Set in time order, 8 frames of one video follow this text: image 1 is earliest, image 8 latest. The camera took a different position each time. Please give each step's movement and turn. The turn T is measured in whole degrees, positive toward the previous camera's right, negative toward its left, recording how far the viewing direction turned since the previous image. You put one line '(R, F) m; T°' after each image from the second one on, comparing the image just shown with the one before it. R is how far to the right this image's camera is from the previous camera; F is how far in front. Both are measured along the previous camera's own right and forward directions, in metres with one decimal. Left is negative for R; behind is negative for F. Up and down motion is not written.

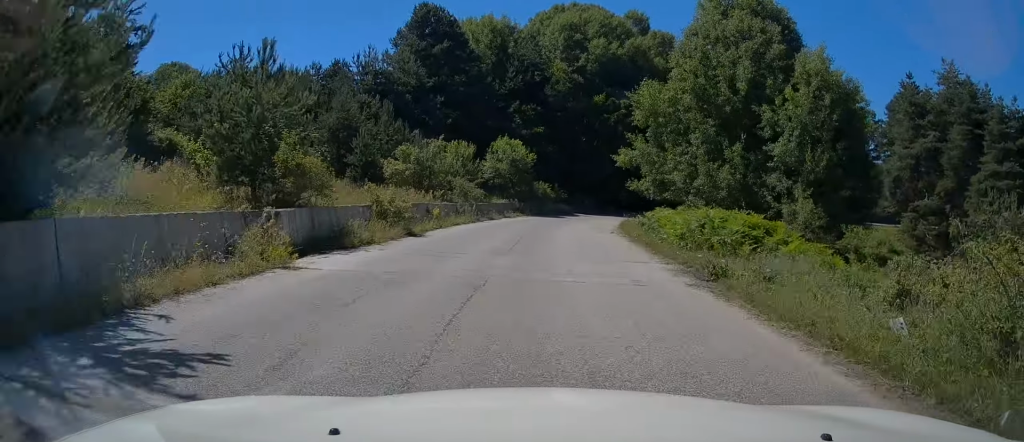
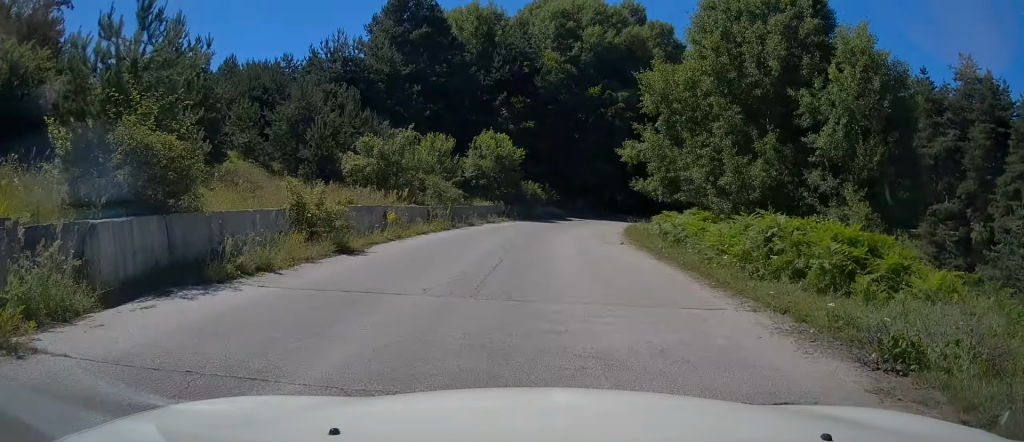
(+0.1, +5.7) m; +1°
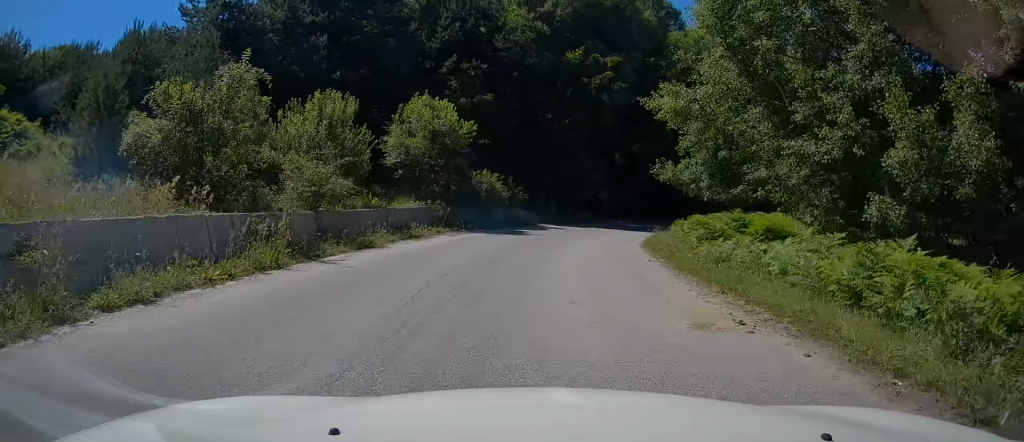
(+0.3, +13.7) m; +4°
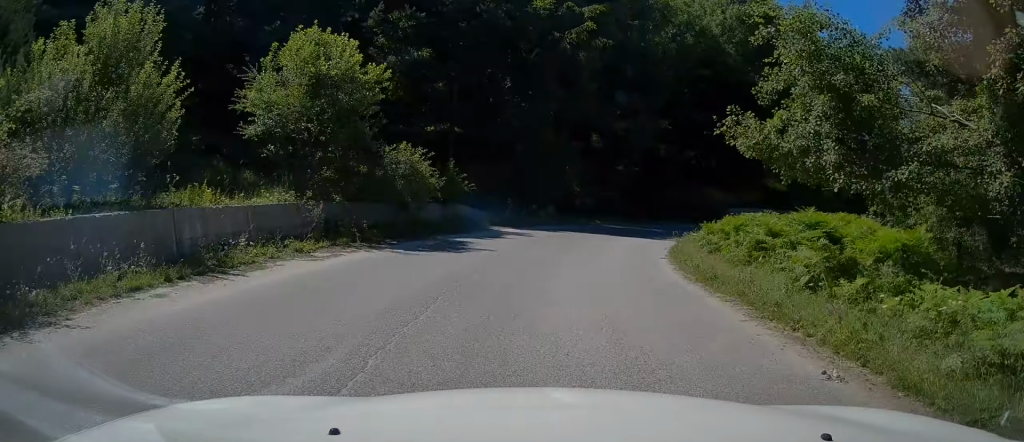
(+0.4, +10.0) m; +5°
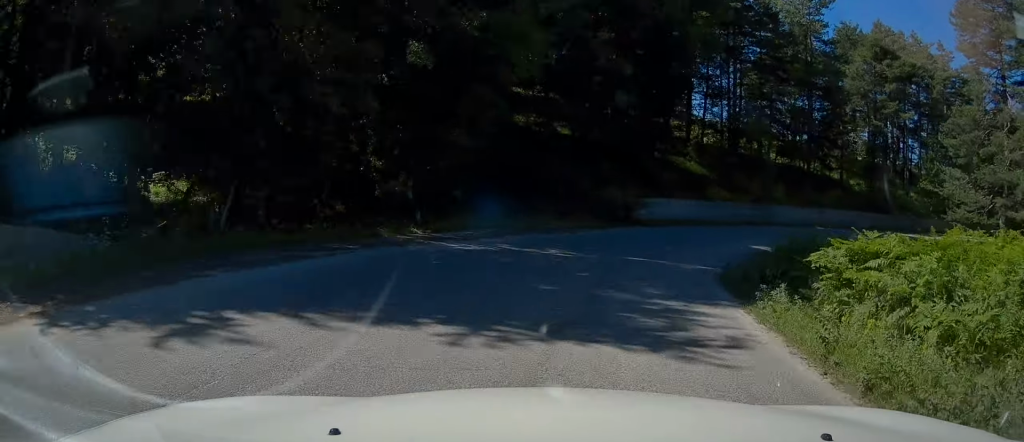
(+1.7, +18.2) m; +14°
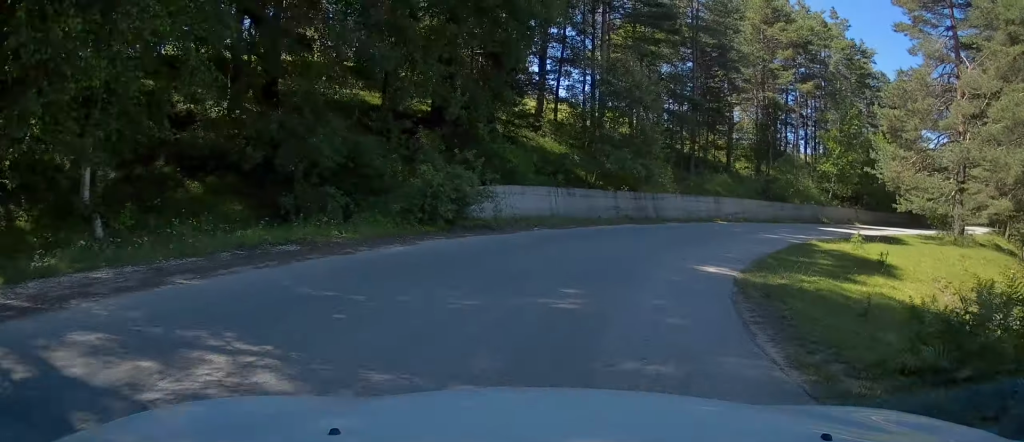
(+1.1, +10.5) m; +14°
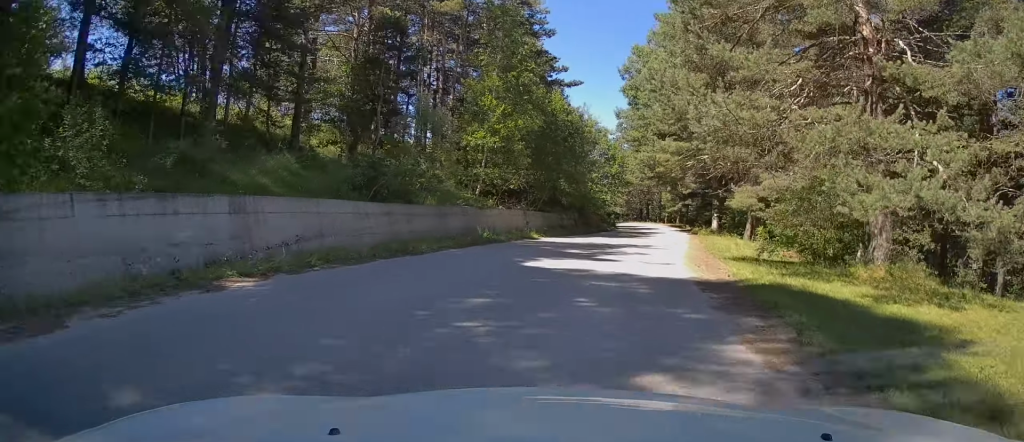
(+7.8, +20.2) m; +36°
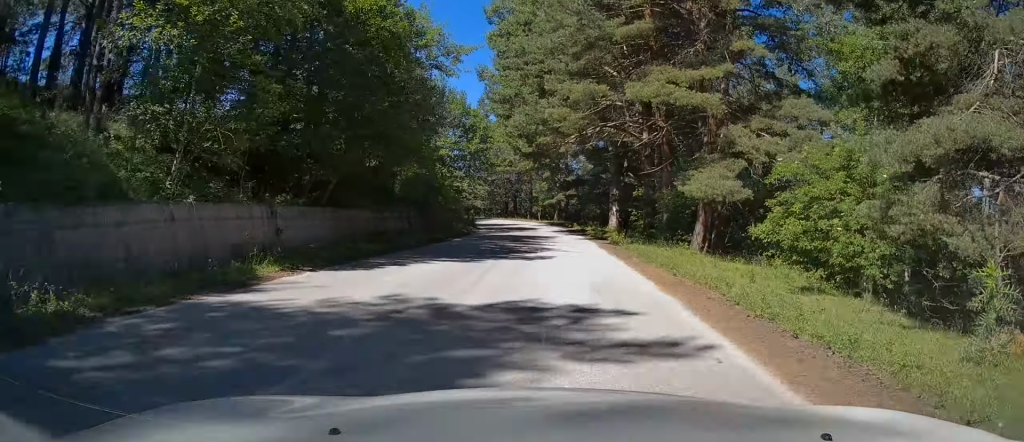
(+1.5, +16.6) m; +7°
